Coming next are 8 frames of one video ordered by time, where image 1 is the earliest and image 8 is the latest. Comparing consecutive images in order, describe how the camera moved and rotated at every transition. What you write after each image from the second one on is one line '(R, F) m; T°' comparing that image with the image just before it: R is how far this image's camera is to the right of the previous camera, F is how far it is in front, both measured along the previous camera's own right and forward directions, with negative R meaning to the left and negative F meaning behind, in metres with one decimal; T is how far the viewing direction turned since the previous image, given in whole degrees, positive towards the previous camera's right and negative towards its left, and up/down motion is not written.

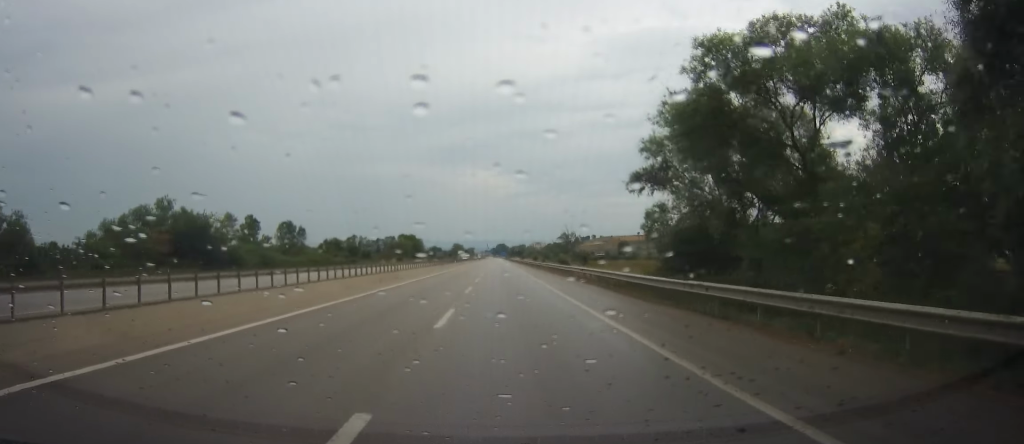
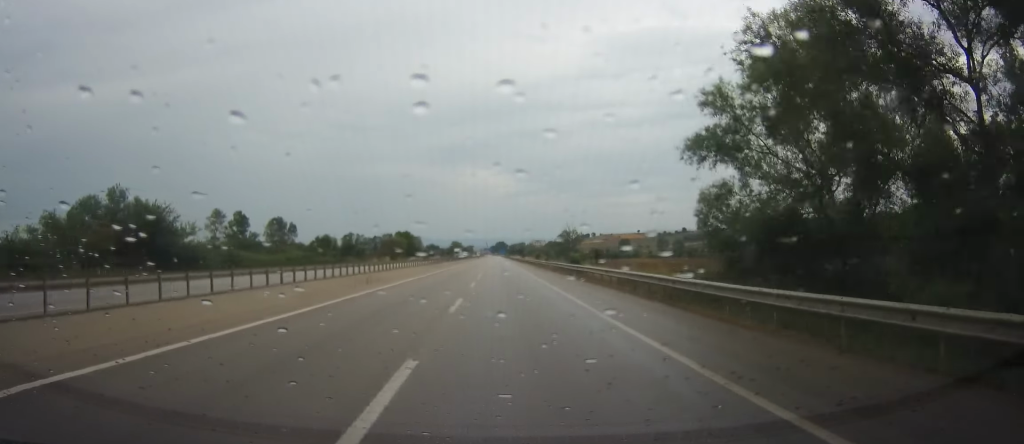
(0.0, +8.4) m; 0°
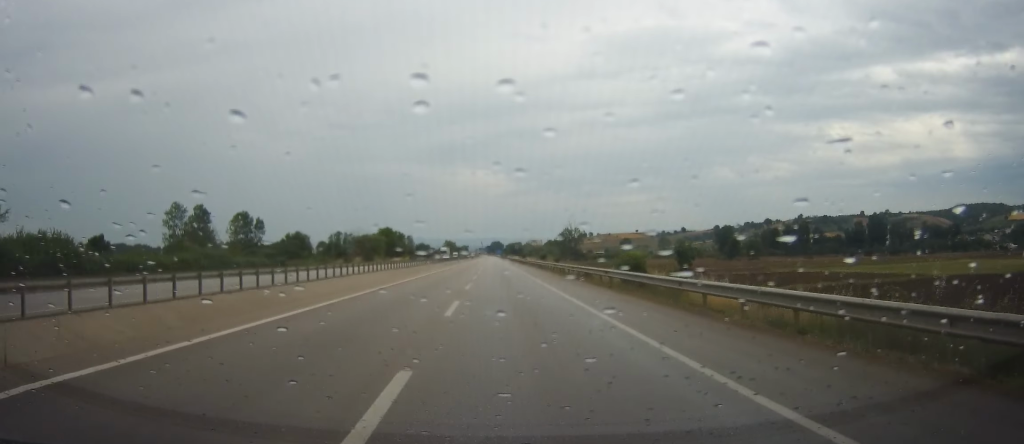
(0.0, +25.3) m; 0°
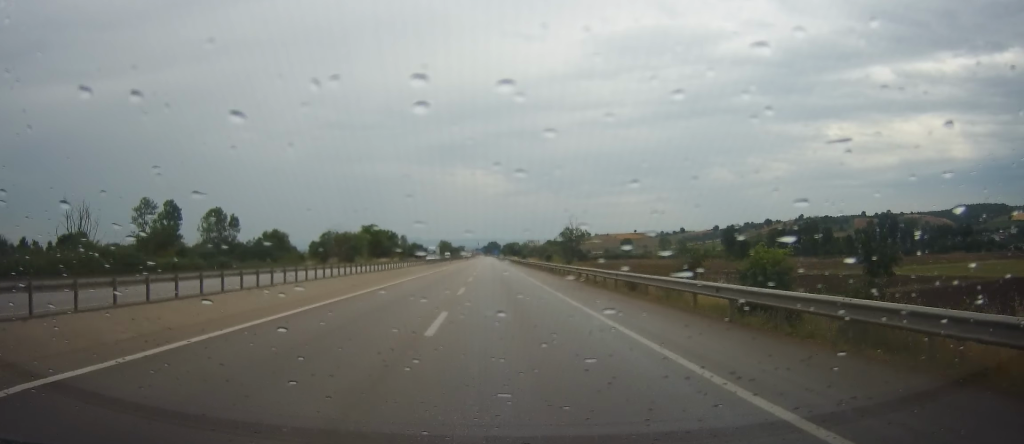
(-0.1, +15.5) m; +1°
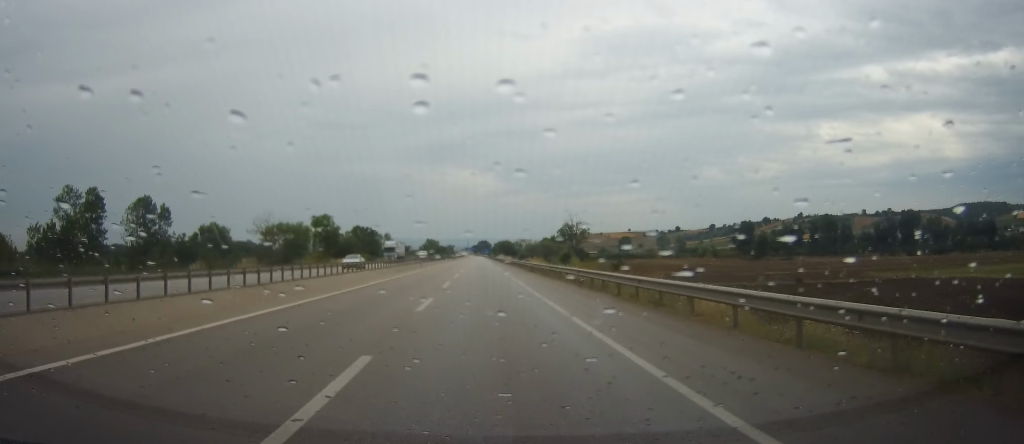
(+0.1, +31.0) m; -2°
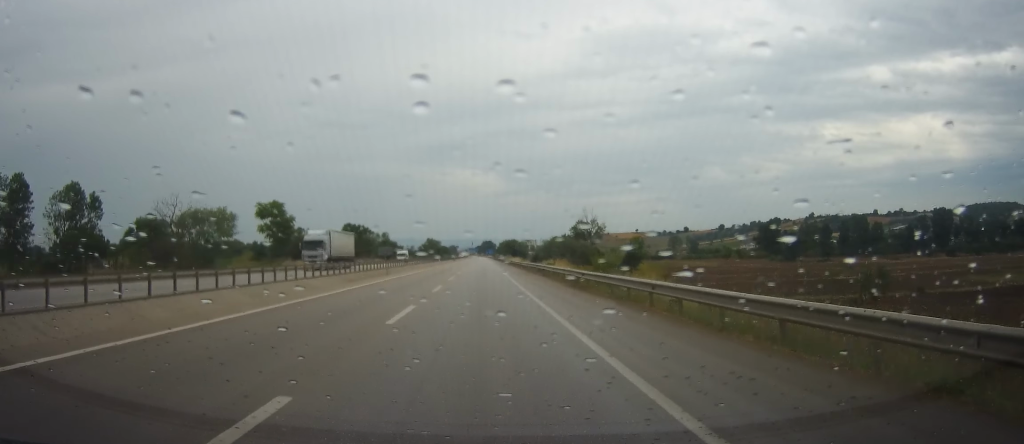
(-0.9, +26.2) m; 0°
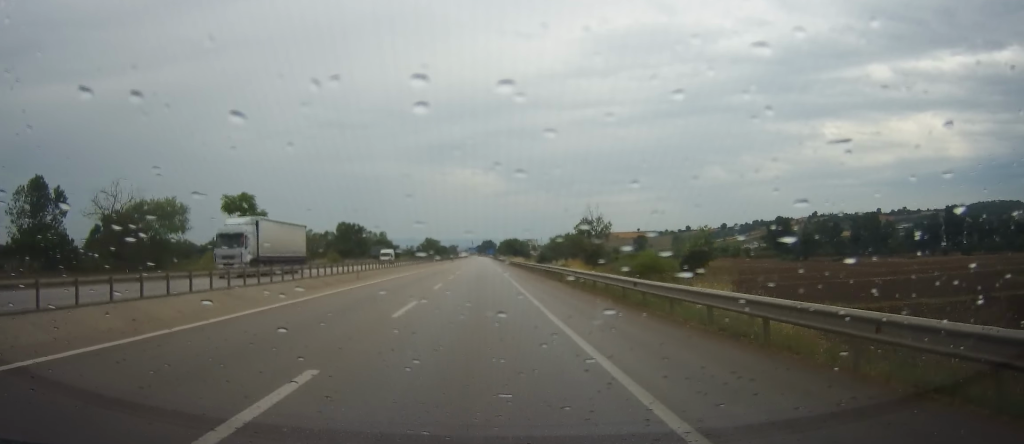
(+0.2, +10.0) m; +1°
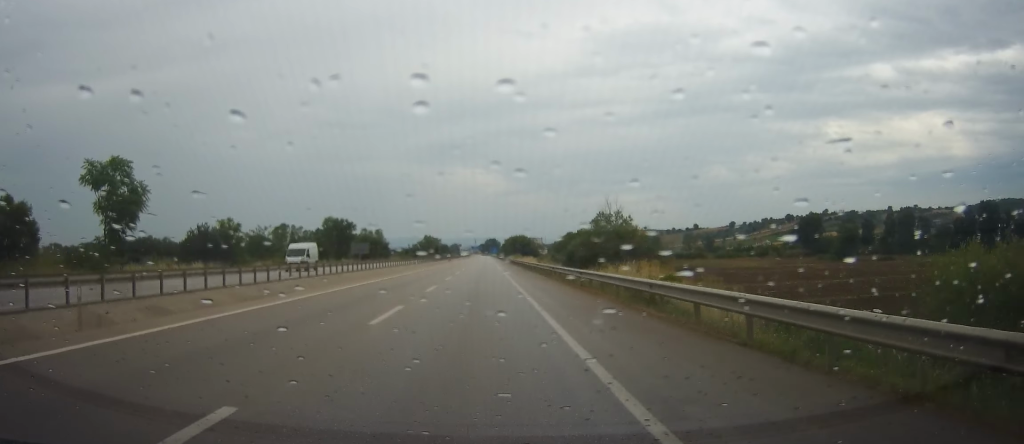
(+0.4, +25.8) m; 0°
